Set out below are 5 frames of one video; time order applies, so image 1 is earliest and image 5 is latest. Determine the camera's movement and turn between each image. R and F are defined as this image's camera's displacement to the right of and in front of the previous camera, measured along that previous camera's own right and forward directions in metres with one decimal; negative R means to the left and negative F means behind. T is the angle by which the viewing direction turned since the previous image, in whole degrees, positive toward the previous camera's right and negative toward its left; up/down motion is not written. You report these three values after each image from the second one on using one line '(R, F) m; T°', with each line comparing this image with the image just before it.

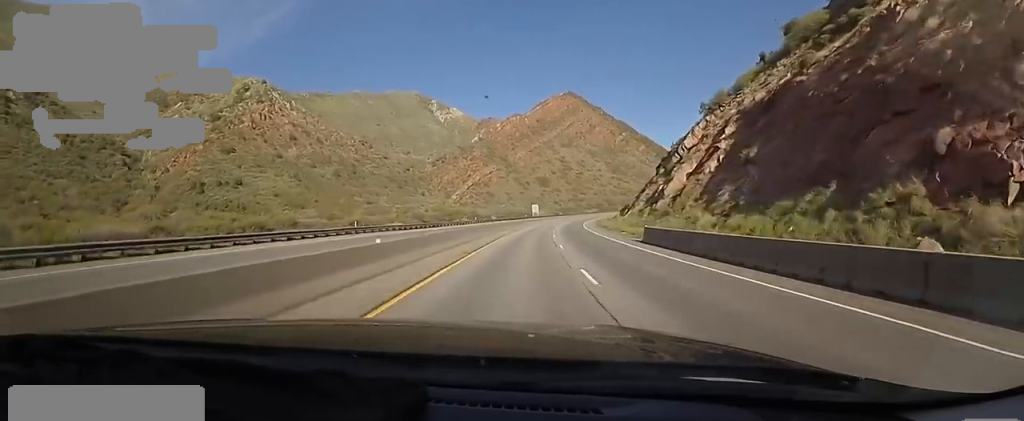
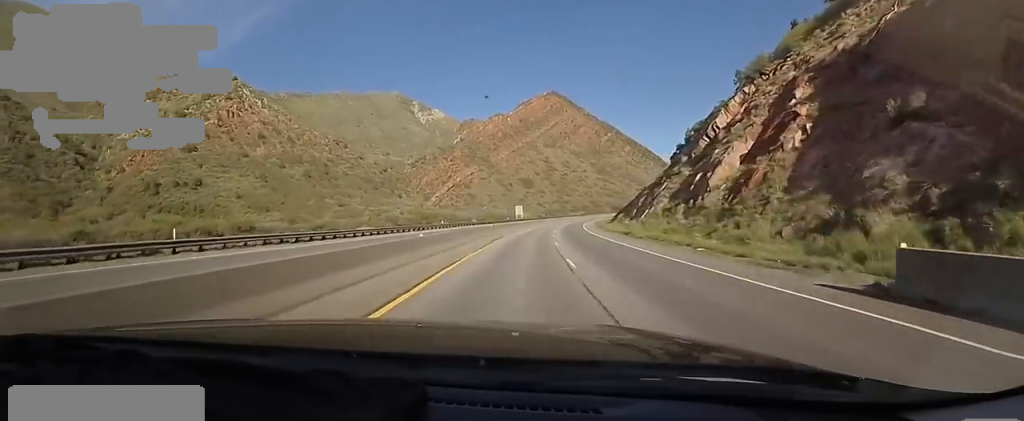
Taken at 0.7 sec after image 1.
(+0.2, +20.7) m; +3°
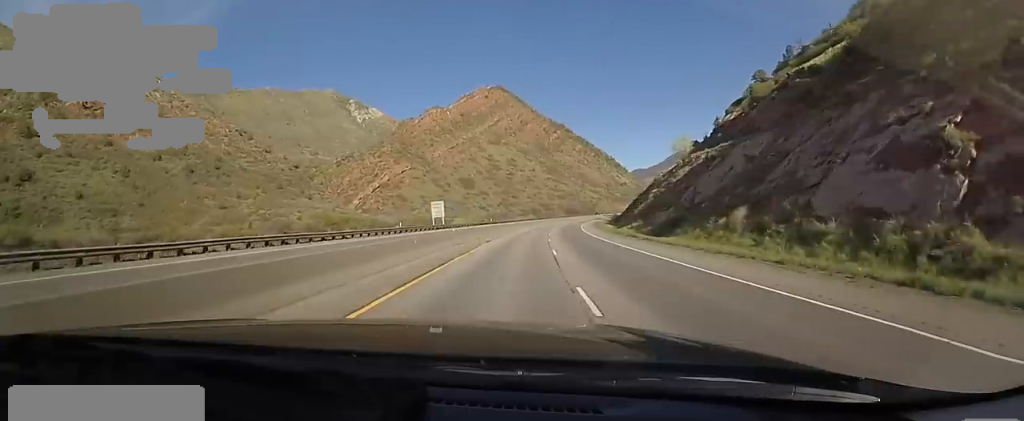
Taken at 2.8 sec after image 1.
(+6.2, +66.9) m; +7°
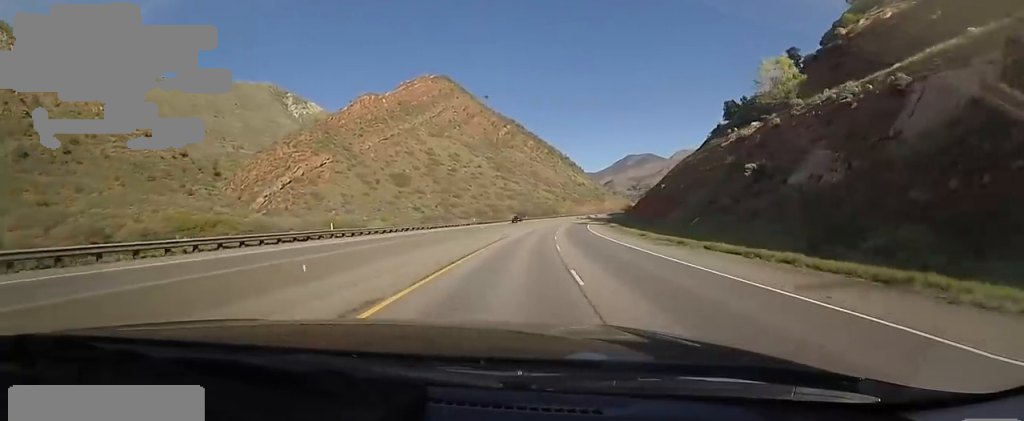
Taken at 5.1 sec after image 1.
(+2.4, +69.2) m; +7°
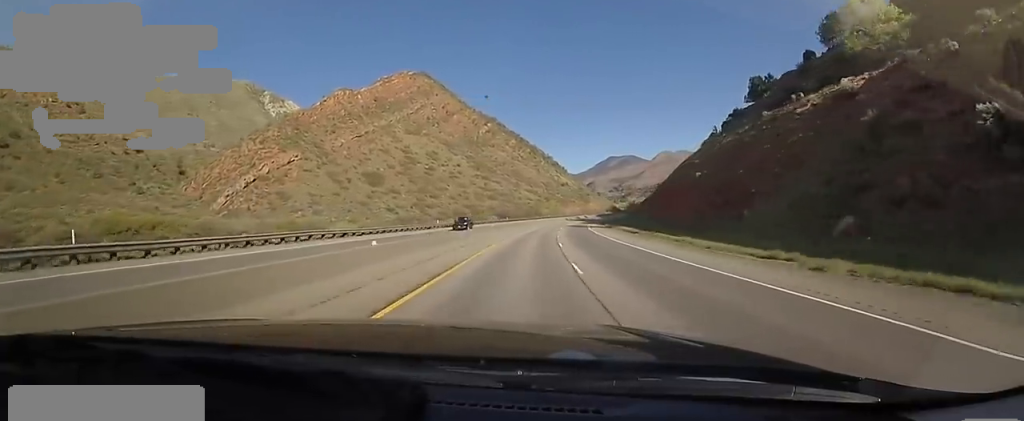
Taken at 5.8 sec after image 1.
(+0.7, +21.7) m; +2°
